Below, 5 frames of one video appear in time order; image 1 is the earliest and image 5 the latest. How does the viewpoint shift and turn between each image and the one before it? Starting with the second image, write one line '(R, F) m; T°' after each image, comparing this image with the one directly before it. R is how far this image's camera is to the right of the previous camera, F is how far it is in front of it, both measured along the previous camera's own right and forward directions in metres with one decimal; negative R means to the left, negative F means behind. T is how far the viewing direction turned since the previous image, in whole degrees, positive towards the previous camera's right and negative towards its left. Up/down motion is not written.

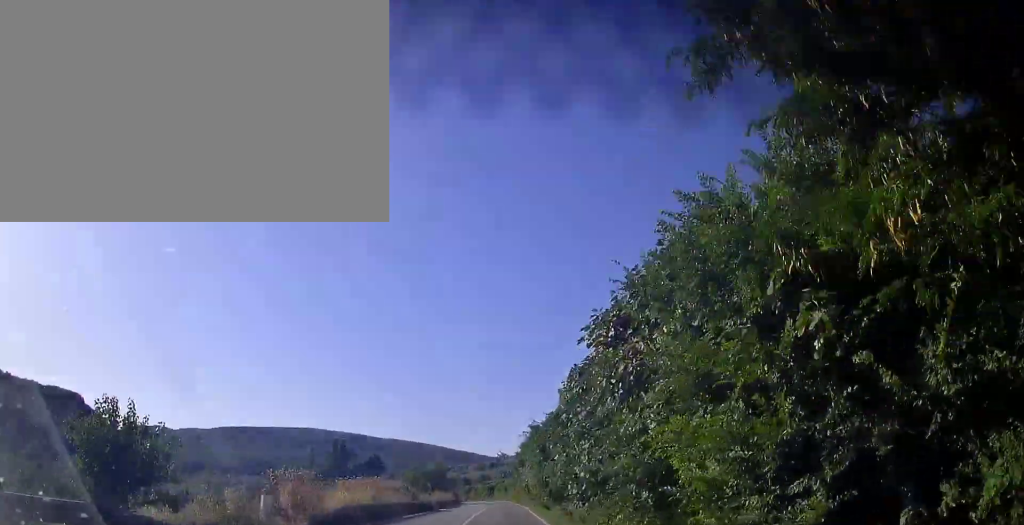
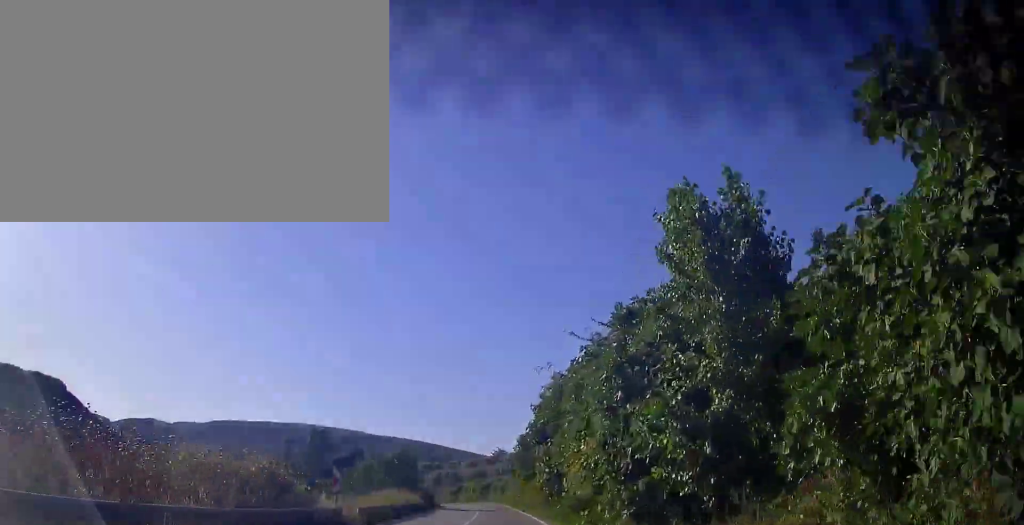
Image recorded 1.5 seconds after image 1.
(-0.2, +26.3) m; 0°
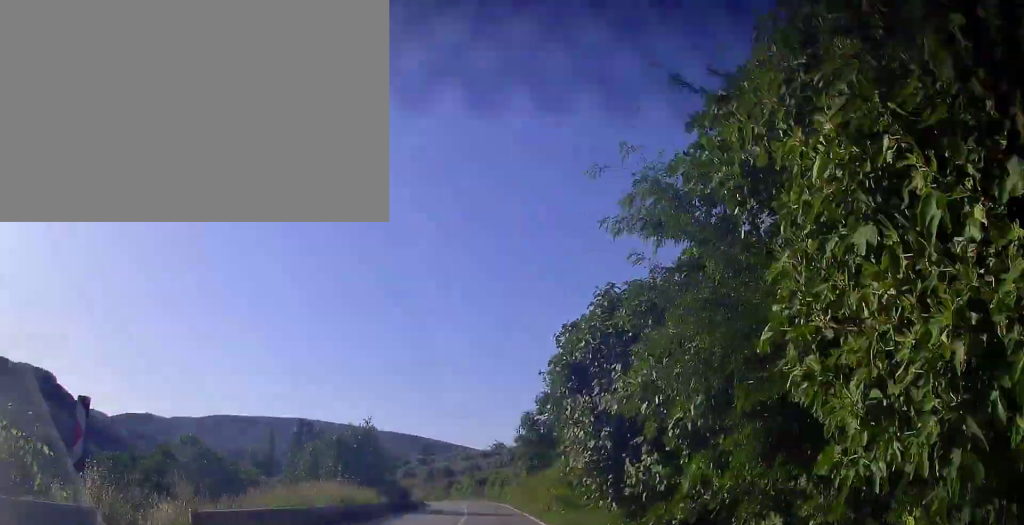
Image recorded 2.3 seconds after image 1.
(0.0, +13.8) m; 0°
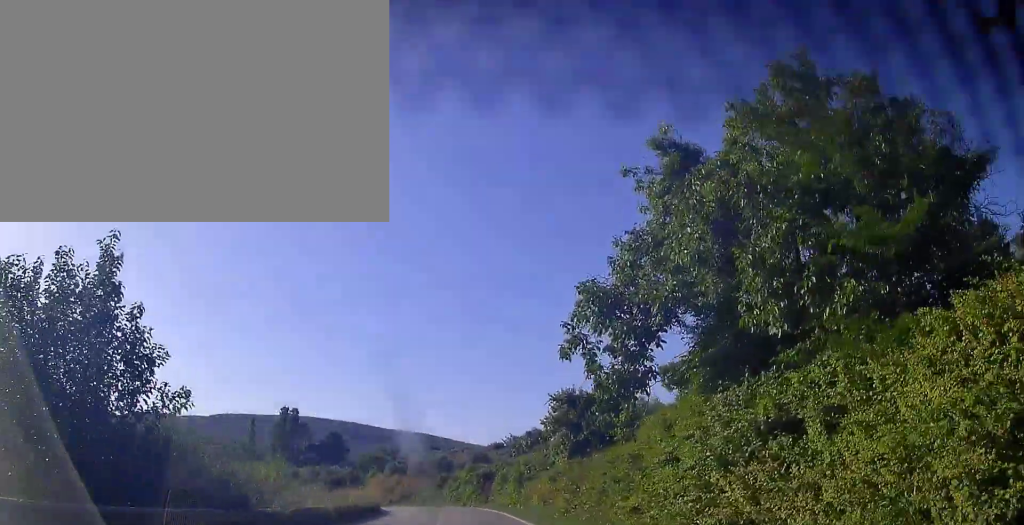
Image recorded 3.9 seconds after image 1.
(0.0, +27.7) m; -1°
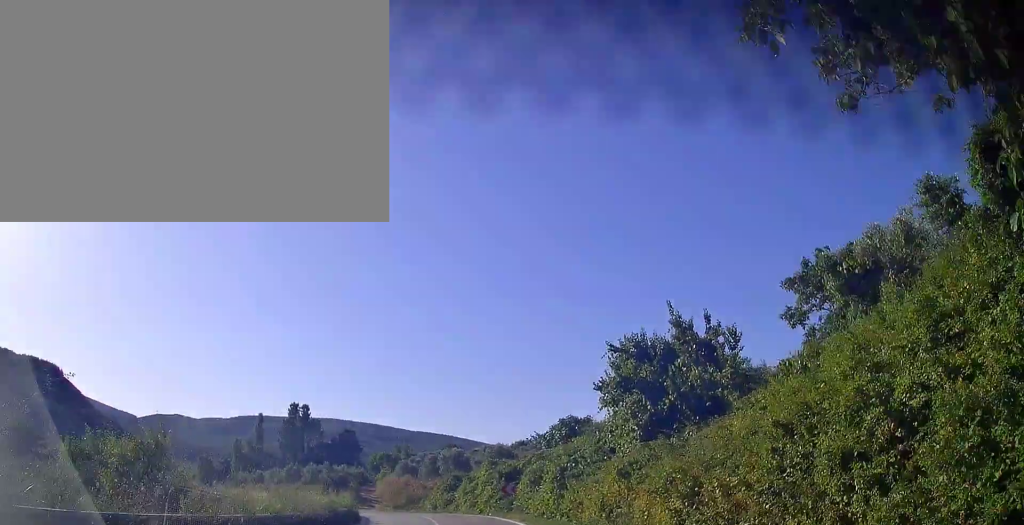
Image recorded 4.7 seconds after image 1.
(0.0, +12.2) m; -1°
